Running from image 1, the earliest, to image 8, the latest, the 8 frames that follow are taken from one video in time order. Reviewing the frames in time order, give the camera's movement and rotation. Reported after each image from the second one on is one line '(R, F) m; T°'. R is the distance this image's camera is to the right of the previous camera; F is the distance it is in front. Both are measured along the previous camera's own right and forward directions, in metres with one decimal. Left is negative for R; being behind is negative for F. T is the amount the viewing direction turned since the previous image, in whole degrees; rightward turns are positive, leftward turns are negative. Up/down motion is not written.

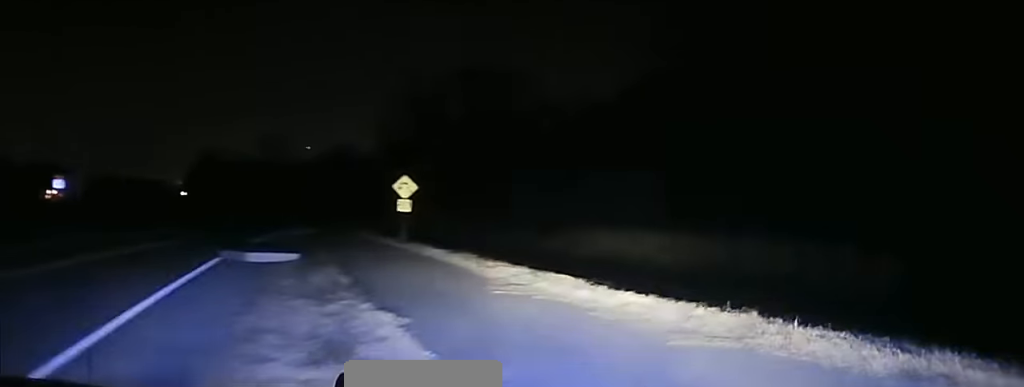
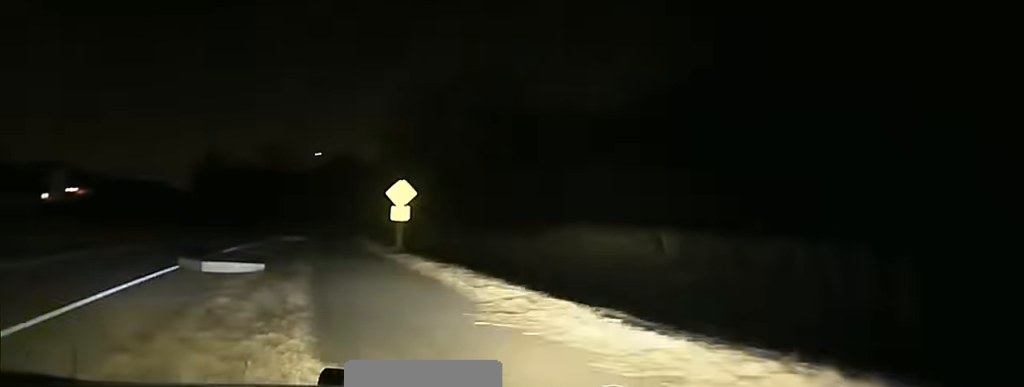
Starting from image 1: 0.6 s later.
(-0.4, +2.5) m; -23°
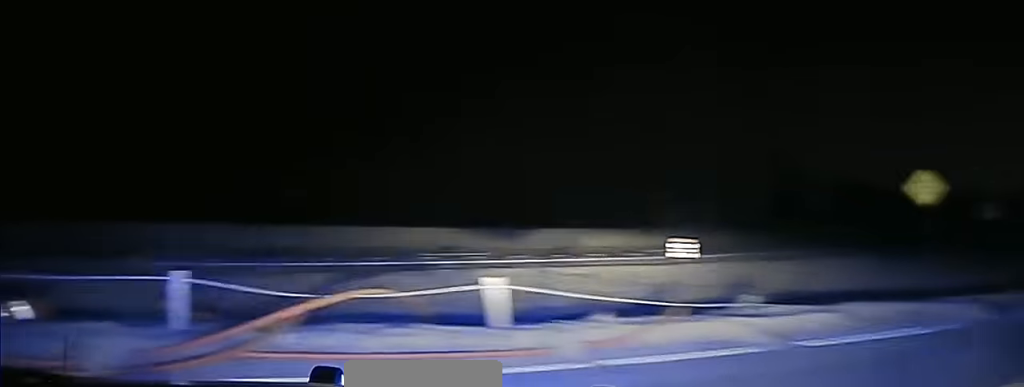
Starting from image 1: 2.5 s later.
(-4.4, +4.0) m; -98°
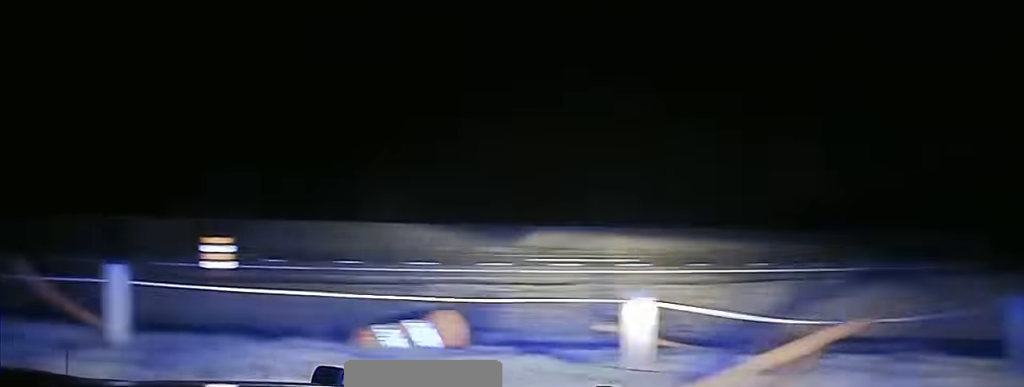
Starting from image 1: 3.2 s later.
(-0.6, +2.6) m; -28°
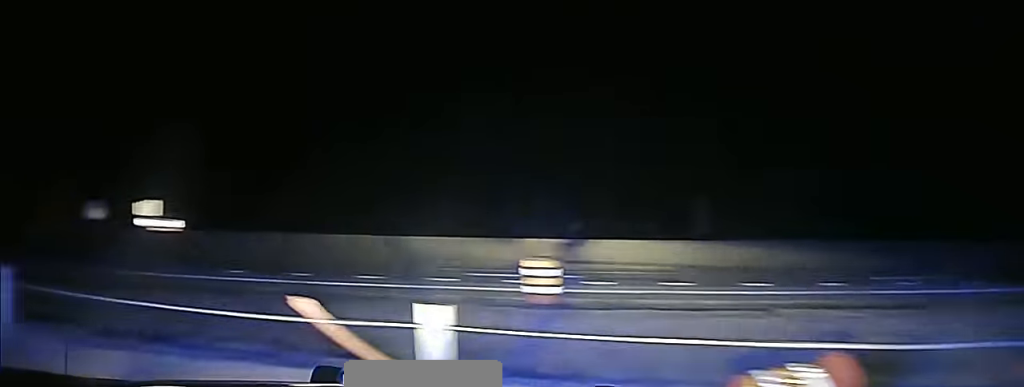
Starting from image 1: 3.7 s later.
(-0.6, +2.3) m; -15°
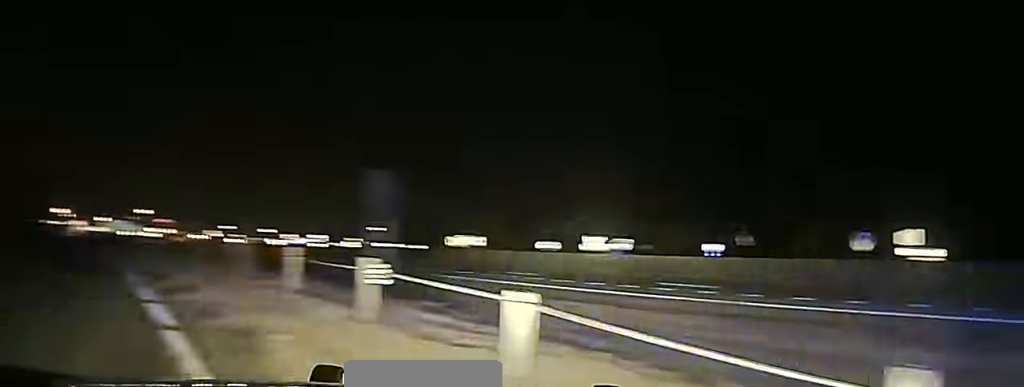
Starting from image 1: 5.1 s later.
(-1.6, +5.8) m; -27°
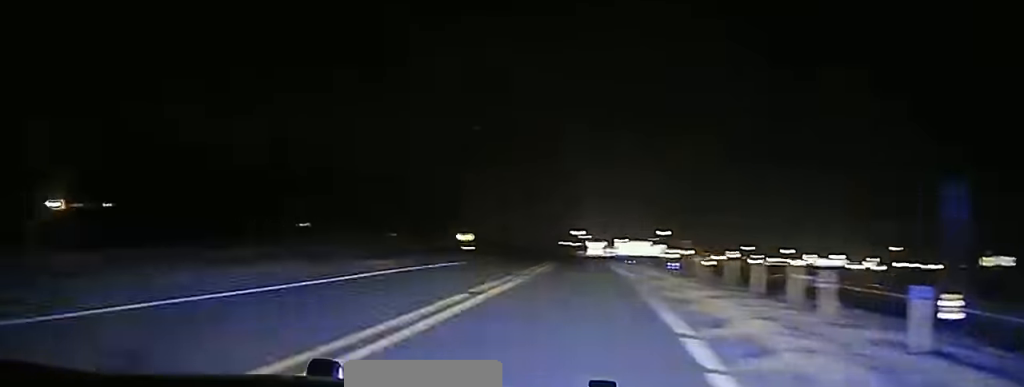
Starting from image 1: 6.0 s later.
(-0.6, +6.7) m; -2°
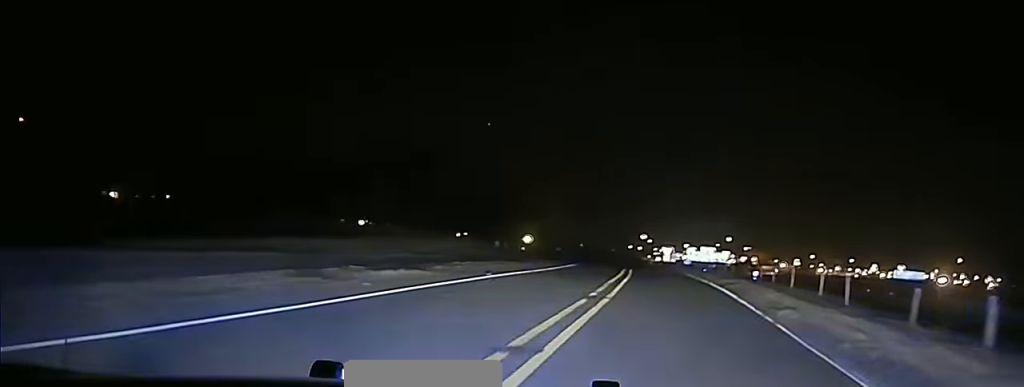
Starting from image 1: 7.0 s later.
(+0.3, +10.8) m; +5°
